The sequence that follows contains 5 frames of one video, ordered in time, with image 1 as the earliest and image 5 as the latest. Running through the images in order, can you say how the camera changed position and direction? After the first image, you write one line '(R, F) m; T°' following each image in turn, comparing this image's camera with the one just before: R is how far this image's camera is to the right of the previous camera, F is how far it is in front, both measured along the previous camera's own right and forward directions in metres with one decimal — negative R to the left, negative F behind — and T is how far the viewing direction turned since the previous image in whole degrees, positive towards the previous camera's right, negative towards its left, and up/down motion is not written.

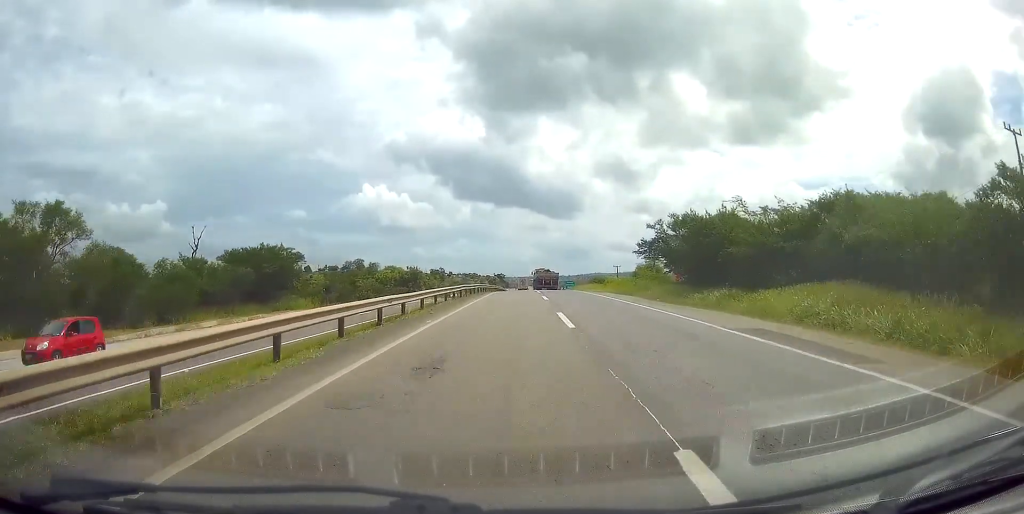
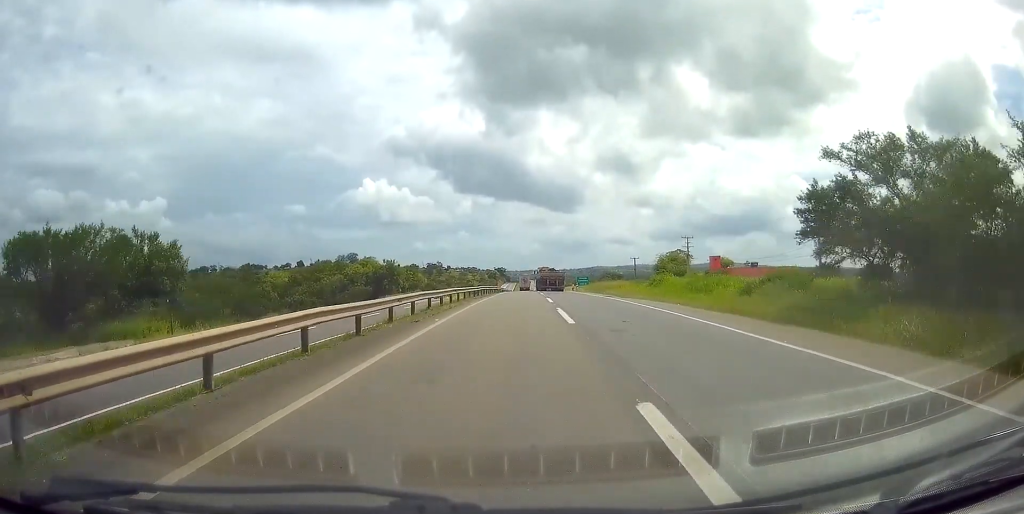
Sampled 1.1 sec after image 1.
(-0.1, +31.1) m; 0°
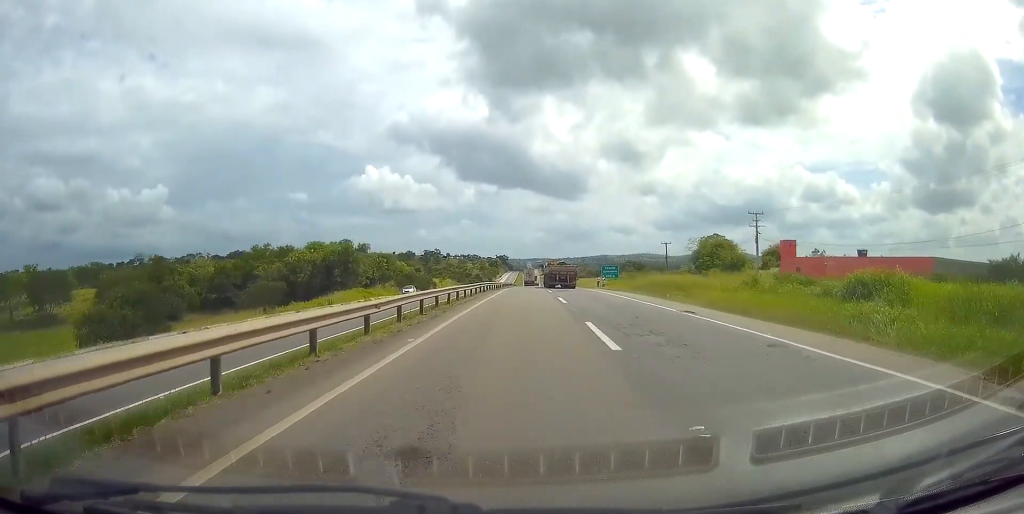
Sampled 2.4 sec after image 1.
(+0.1, +36.4) m; 0°
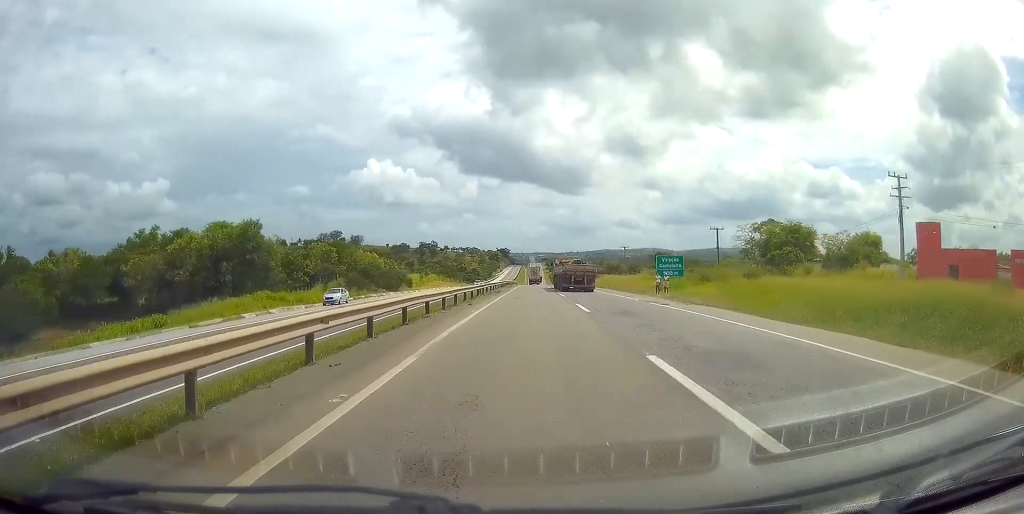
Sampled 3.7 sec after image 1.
(-0.2, +37.4) m; 0°
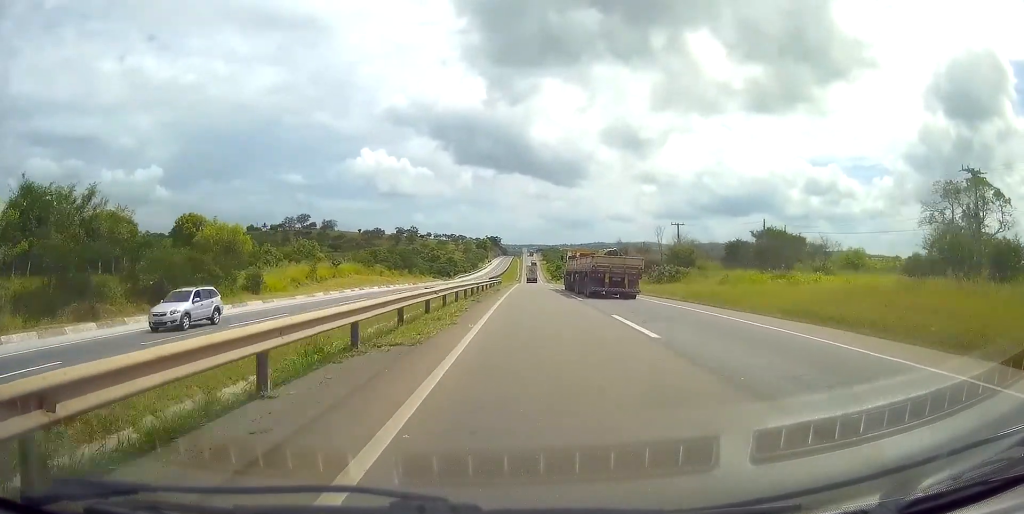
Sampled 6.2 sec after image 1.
(+0.1, +69.9) m; 0°
